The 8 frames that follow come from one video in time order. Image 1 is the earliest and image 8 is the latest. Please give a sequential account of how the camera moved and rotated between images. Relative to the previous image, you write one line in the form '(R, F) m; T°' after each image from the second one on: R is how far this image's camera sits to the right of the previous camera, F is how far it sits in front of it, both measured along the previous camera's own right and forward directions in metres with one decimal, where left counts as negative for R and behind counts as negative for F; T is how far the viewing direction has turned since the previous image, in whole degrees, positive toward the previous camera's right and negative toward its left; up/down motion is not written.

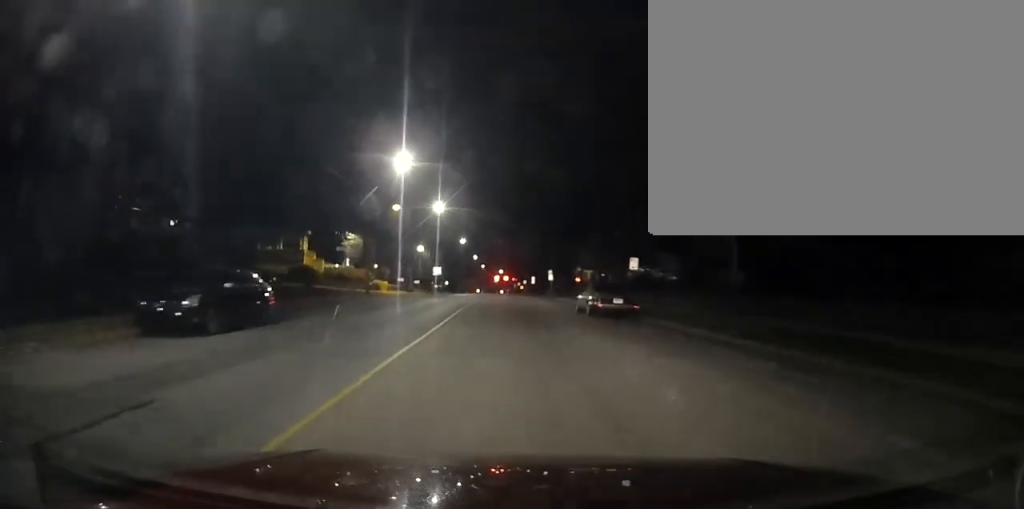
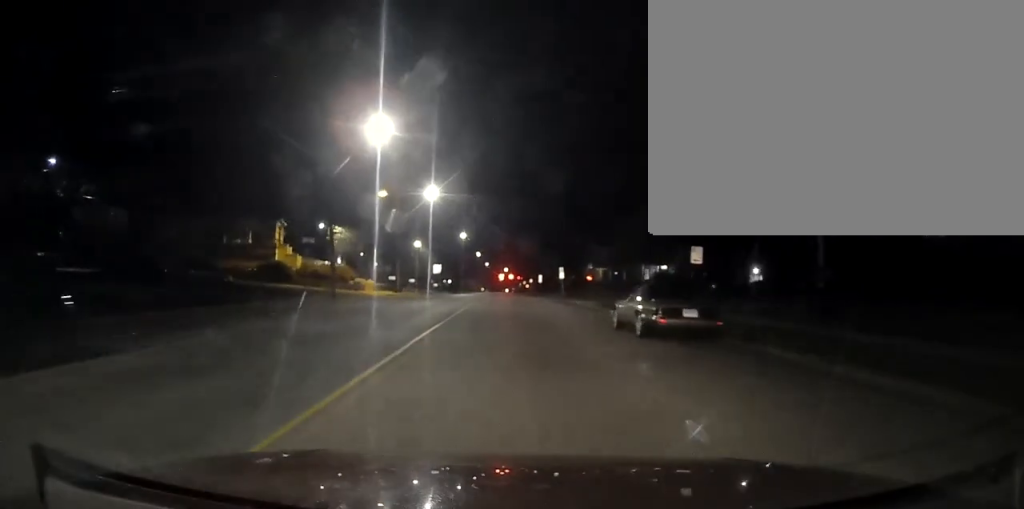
(-0.3, +8.4) m; 0°
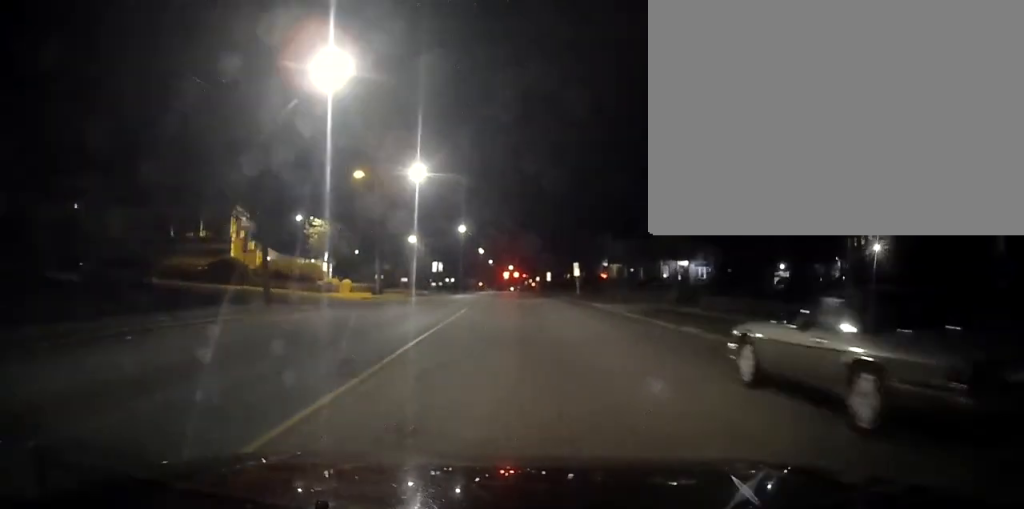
(0.0, +9.2) m; 0°
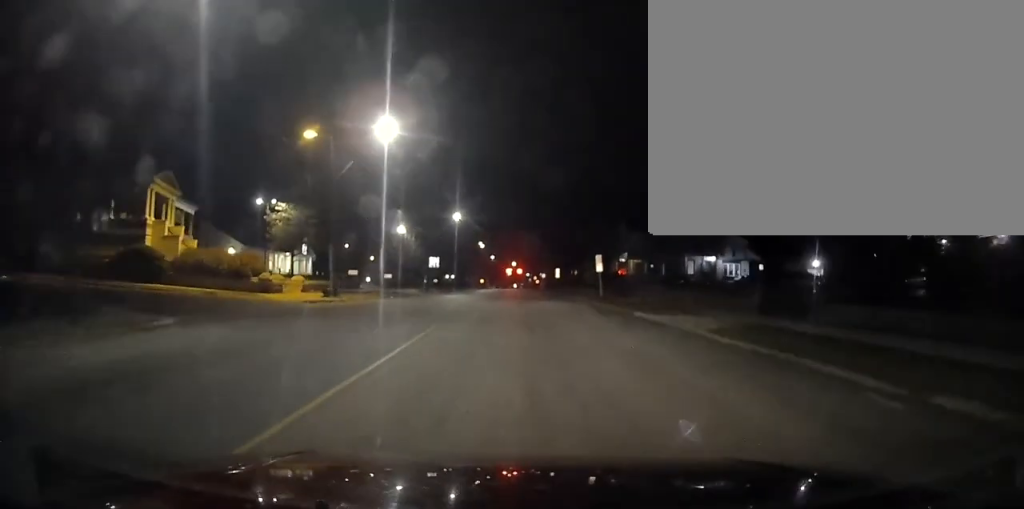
(+0.3, +10.9) m; 0°
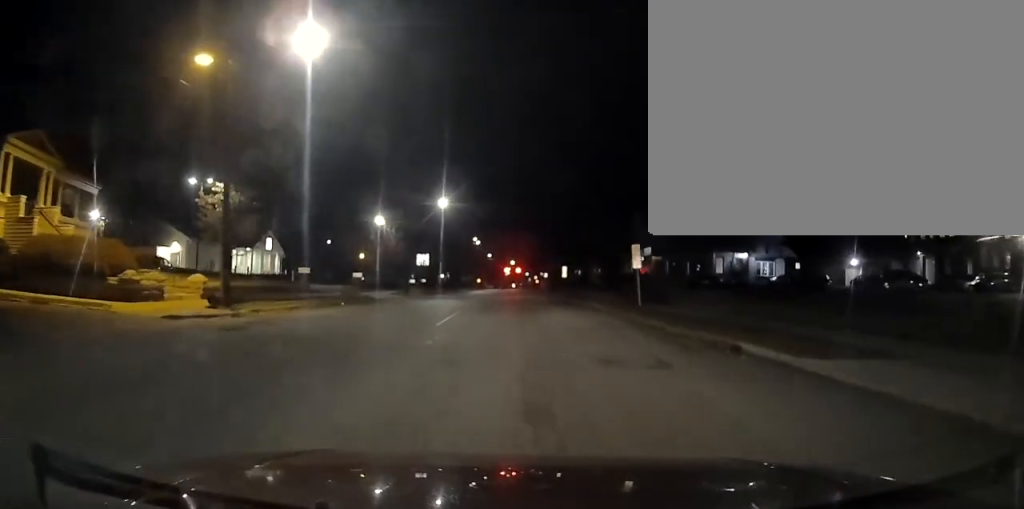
(-0.4, +11.7) m; -1°
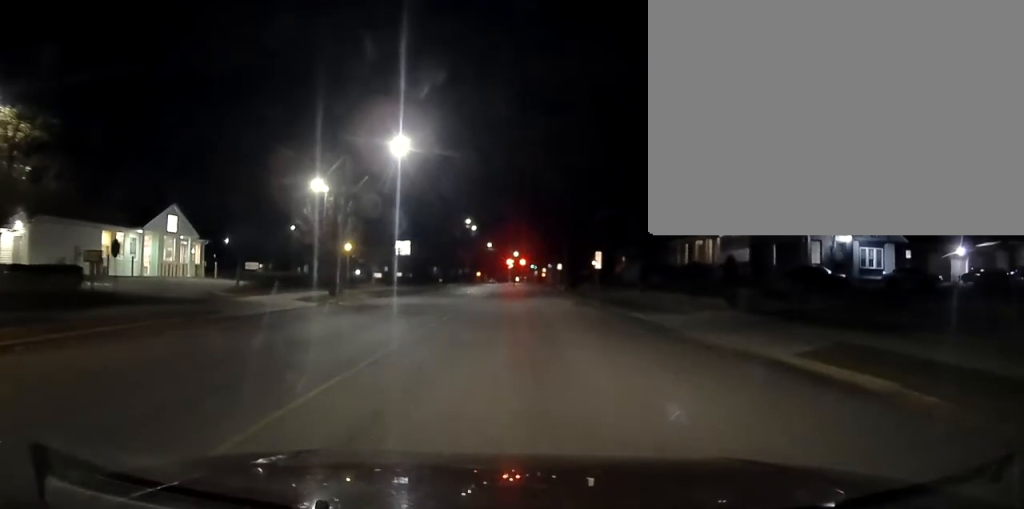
(+0.3, +21.4) m; 0°
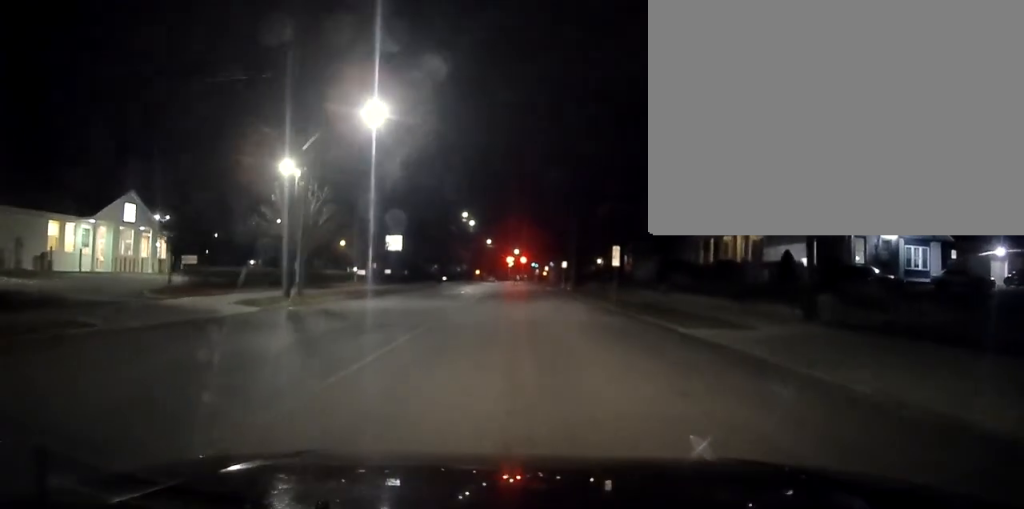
(0.0, +6.4) m; 0°
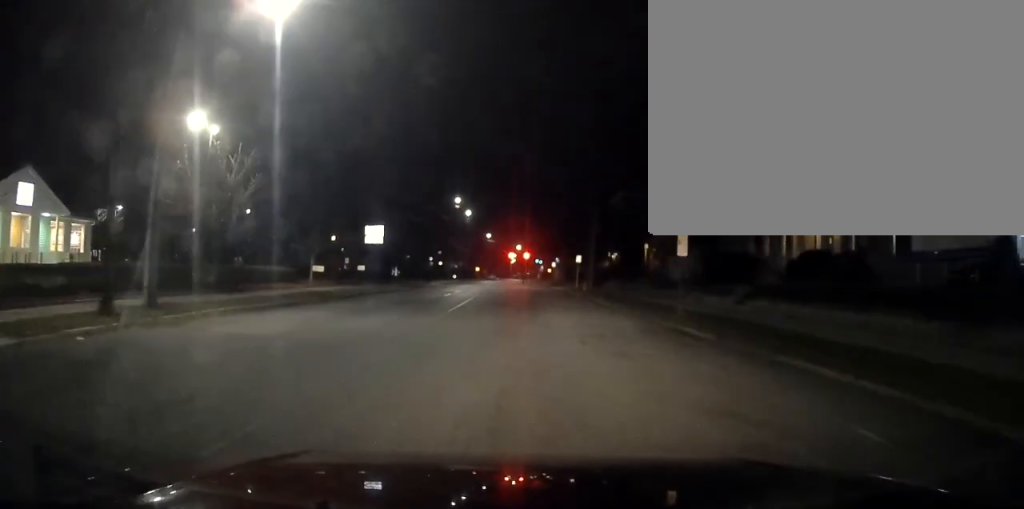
(-0.1, +12.2) m; 0°
